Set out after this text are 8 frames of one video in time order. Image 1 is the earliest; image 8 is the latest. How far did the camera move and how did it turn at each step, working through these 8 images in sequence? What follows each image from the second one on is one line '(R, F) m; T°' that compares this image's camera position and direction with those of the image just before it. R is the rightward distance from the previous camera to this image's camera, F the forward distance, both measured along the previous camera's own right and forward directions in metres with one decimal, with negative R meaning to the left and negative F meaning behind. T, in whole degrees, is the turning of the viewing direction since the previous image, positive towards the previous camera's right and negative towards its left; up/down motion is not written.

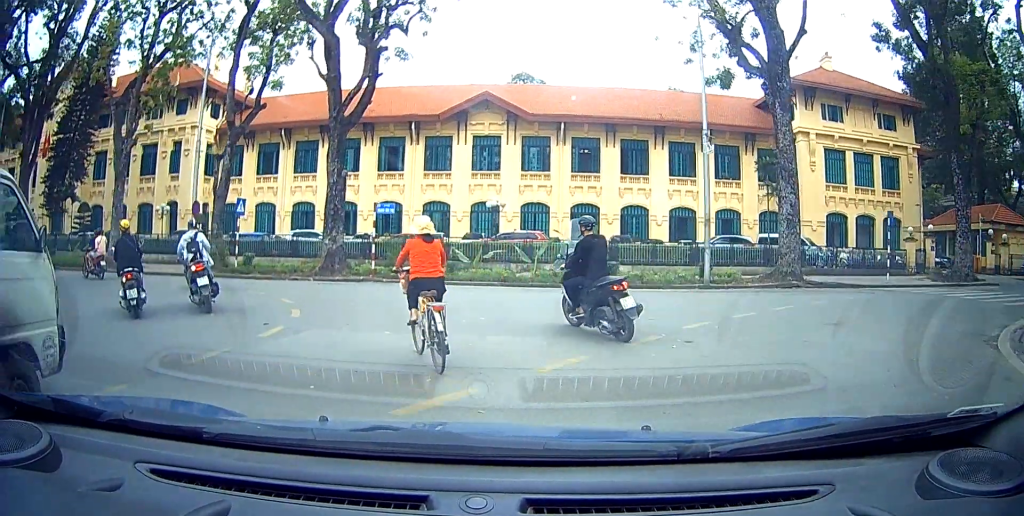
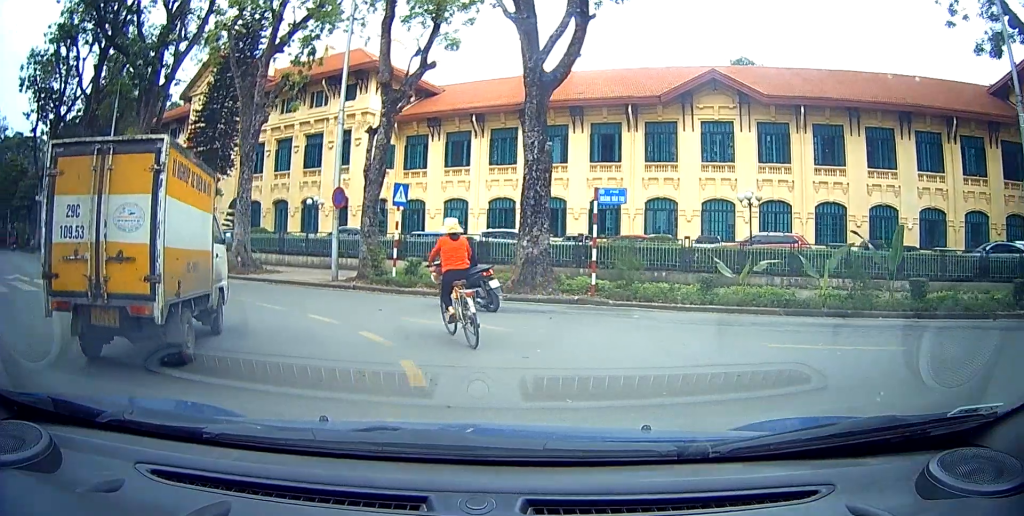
(-0.4, +12.1) m; -3°
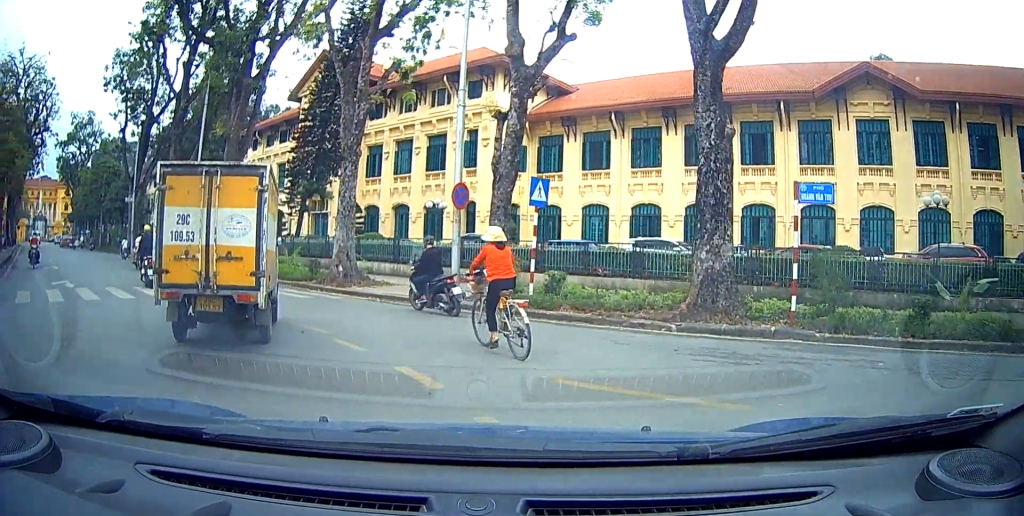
(-0.1, +4.2) m; -2°
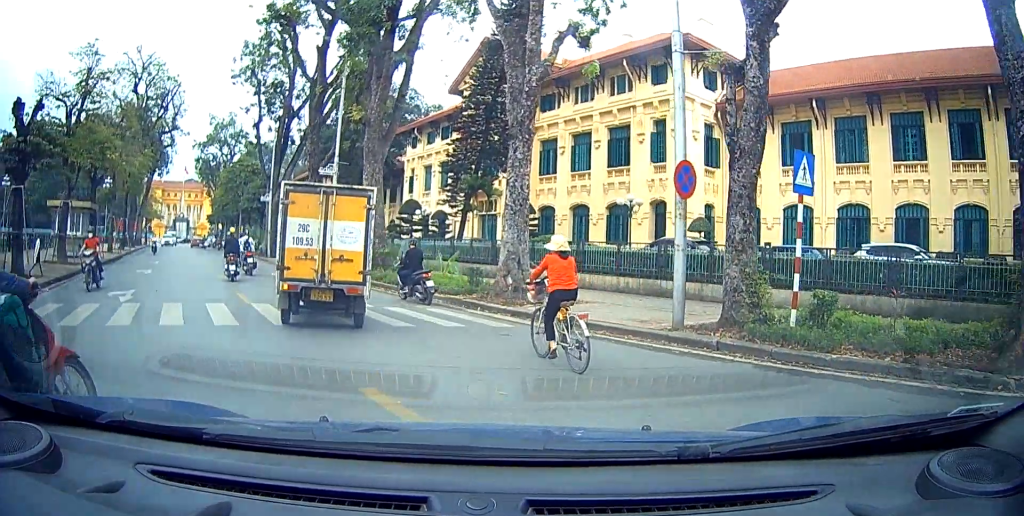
(-0.1, +4.7) m; -2°
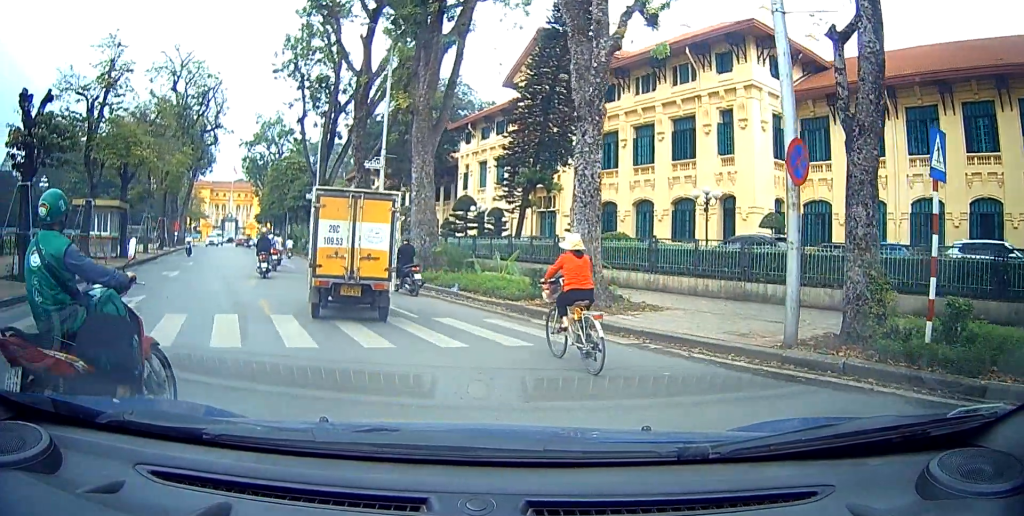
(0.0, +1.6) m; -1°
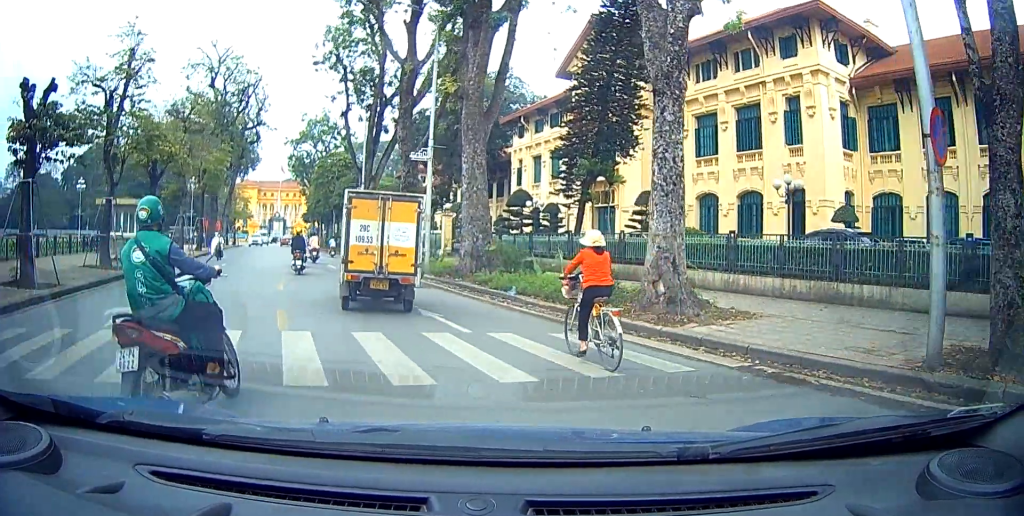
(0.0, +1.6) m; -1°
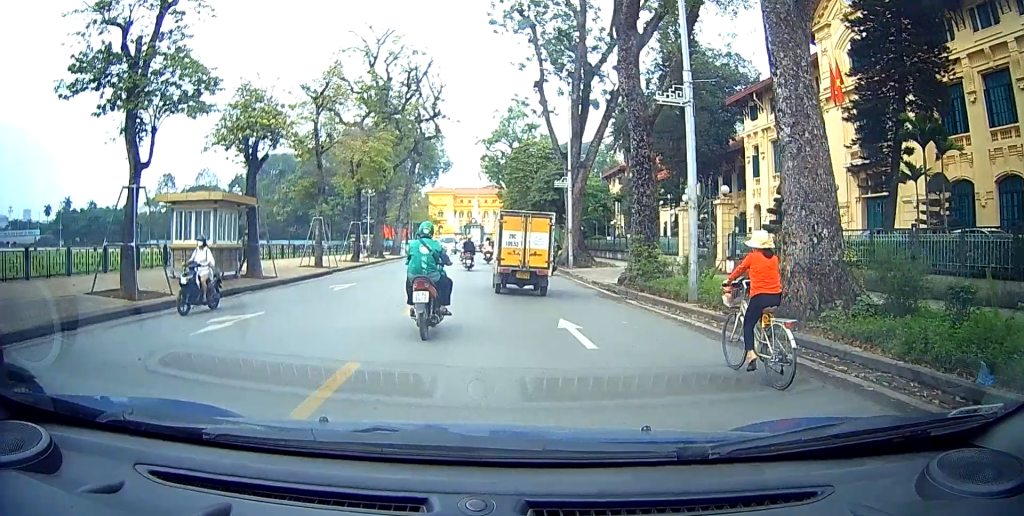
(-0.7, +6.7) m; -17°
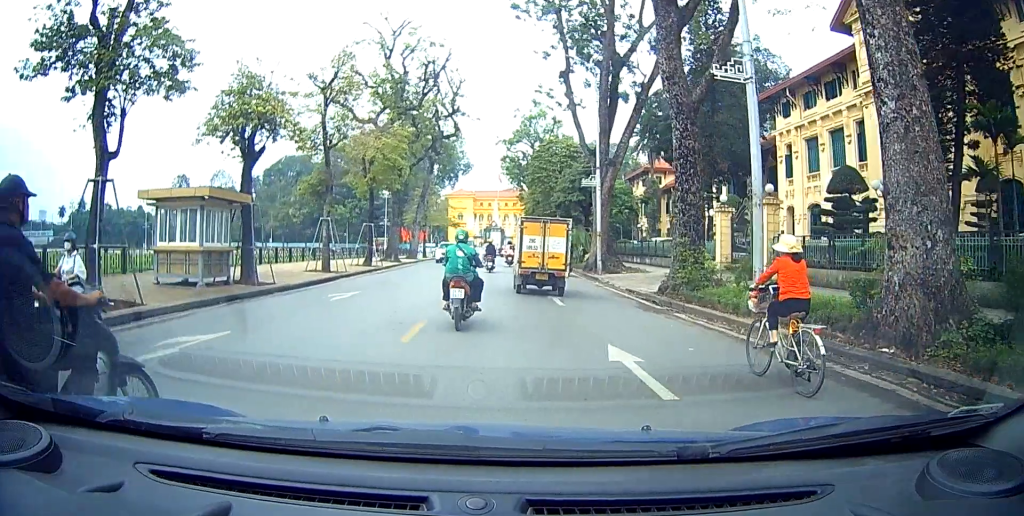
(-0.1, +1.6) m; -6°
